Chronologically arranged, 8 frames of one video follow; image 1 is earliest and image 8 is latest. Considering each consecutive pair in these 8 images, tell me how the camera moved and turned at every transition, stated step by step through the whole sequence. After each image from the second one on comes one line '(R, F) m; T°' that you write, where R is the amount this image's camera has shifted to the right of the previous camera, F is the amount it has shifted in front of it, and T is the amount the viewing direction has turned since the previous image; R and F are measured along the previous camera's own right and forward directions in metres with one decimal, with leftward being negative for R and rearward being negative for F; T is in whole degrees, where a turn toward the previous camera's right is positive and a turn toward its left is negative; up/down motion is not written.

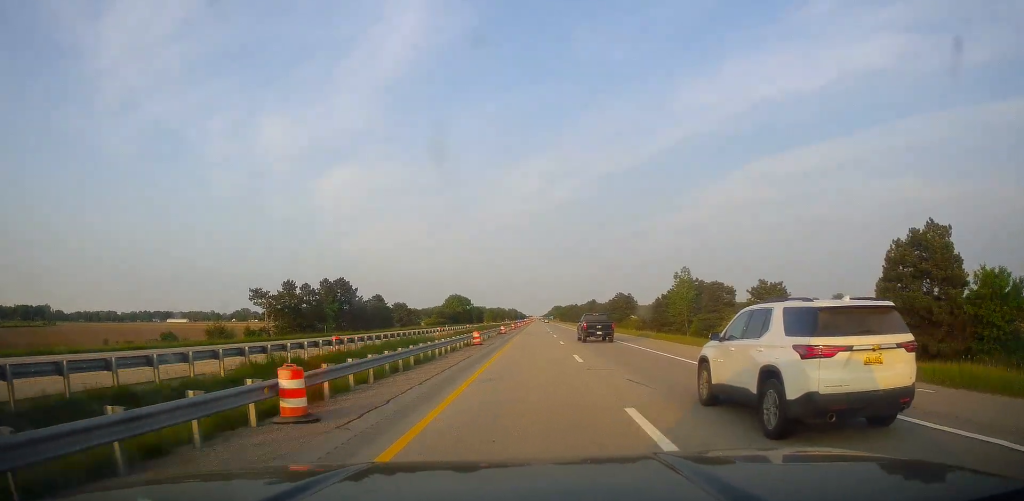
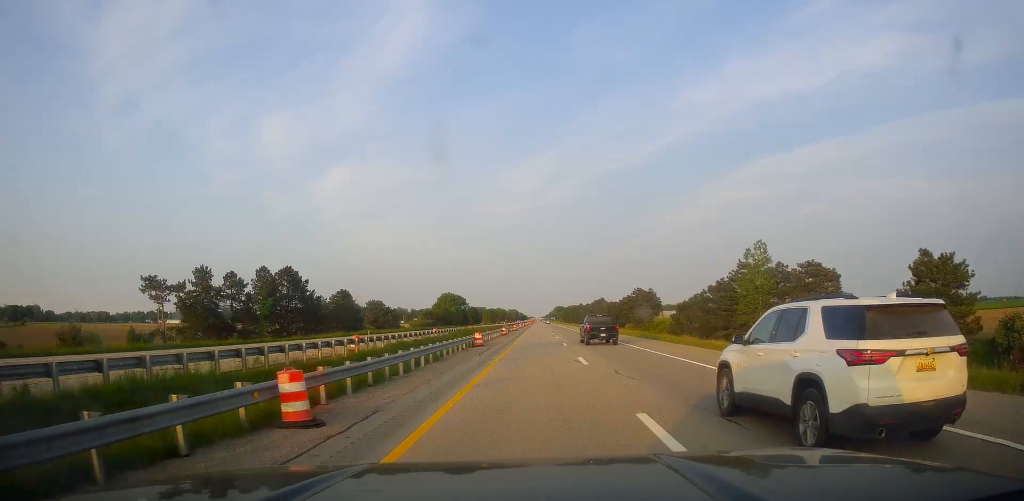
(-0.3, +30.8) m; 0°
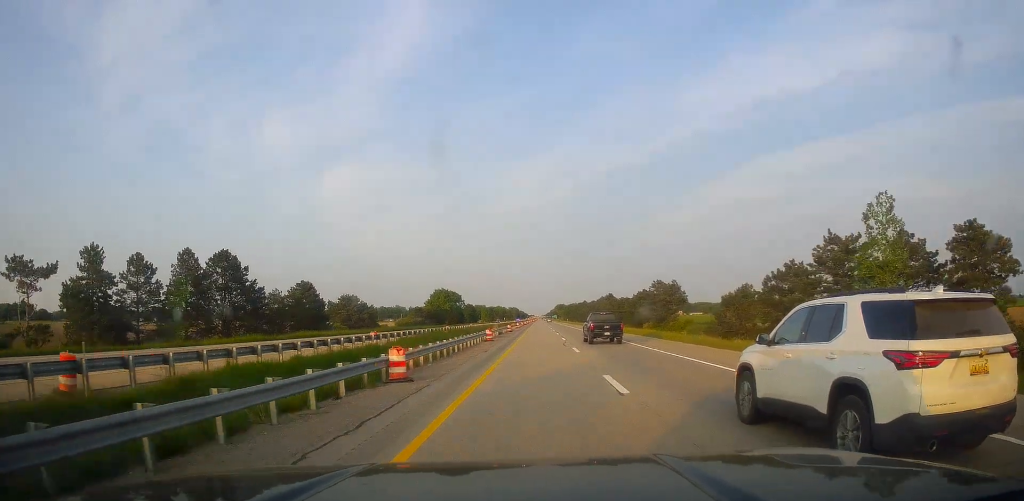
(-0.1, +23.7) m; 0°
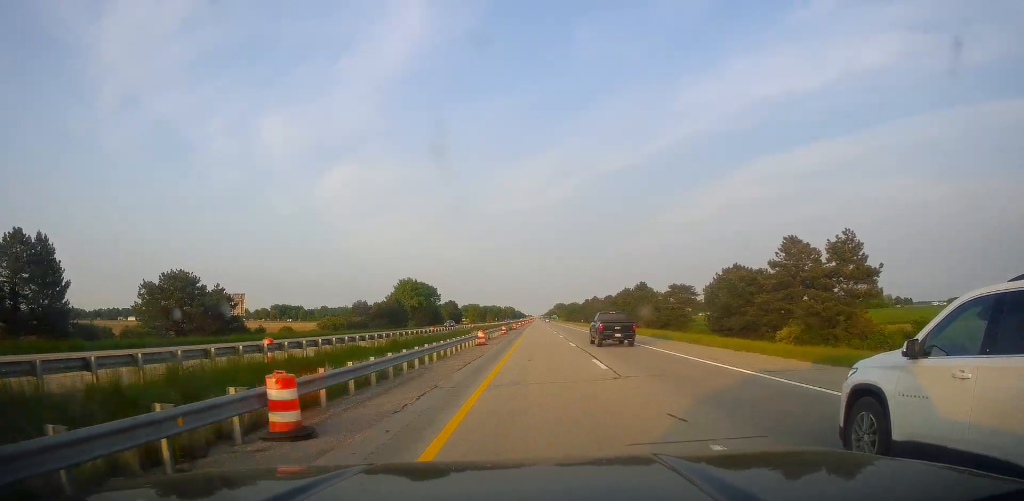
(0.0, +69.8) m; 0°
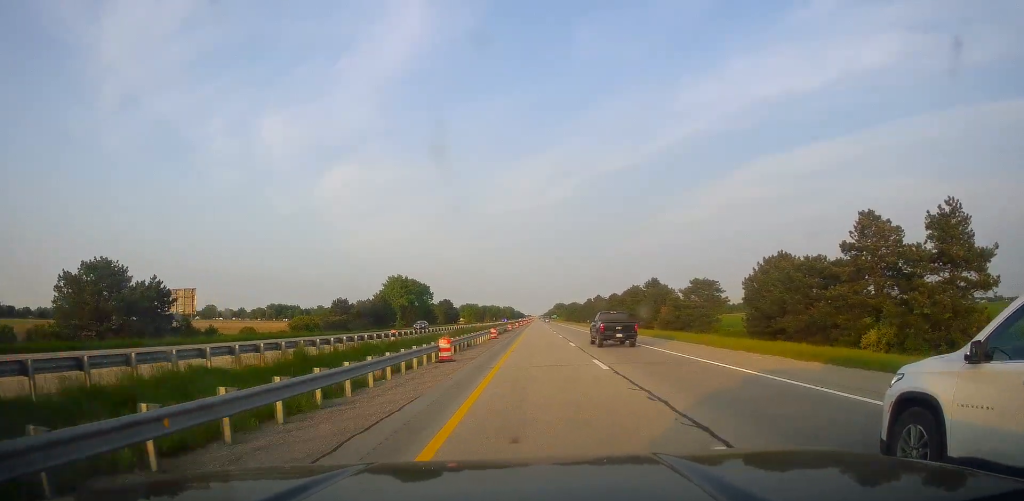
(+0.2, +15.5) m; 0°
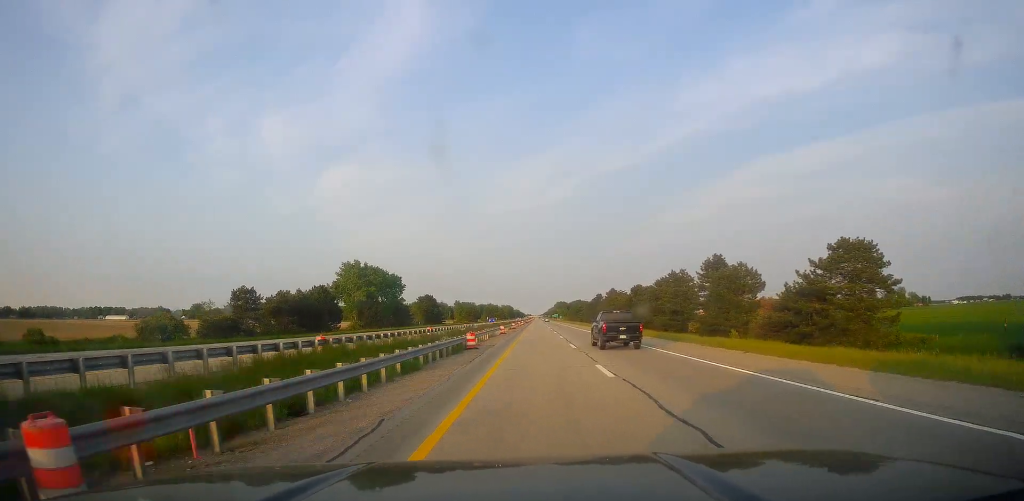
(-0.3, +47.8) m; -1°
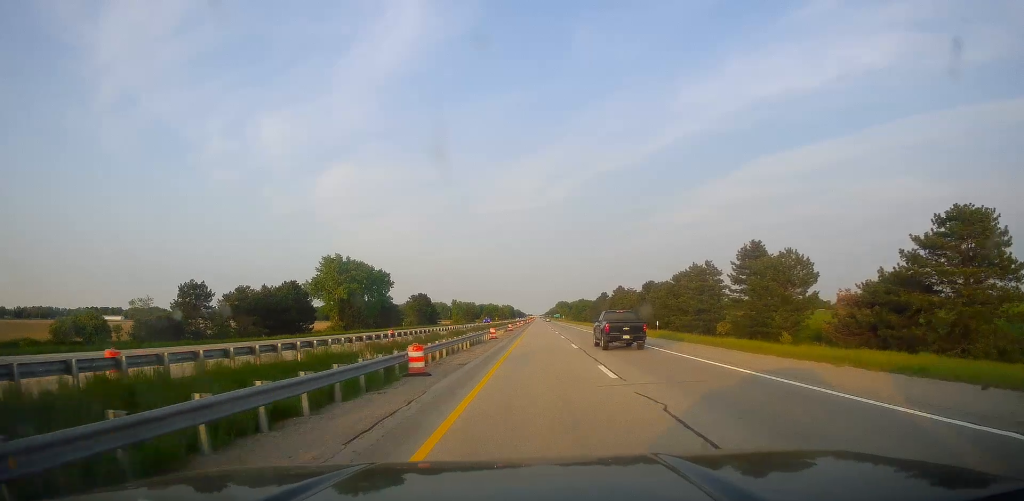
(0.0, +15.5) m; 0°
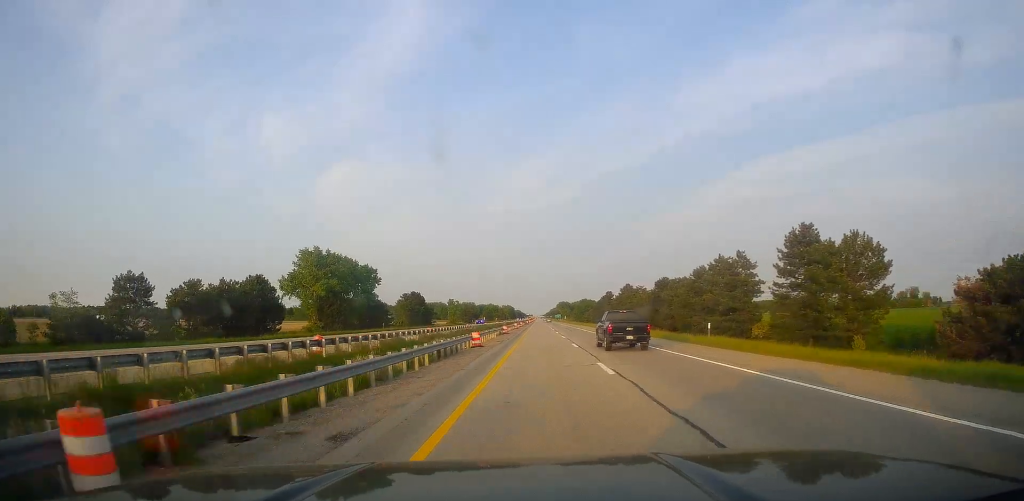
(-0.1, +14.3) m; 0°
